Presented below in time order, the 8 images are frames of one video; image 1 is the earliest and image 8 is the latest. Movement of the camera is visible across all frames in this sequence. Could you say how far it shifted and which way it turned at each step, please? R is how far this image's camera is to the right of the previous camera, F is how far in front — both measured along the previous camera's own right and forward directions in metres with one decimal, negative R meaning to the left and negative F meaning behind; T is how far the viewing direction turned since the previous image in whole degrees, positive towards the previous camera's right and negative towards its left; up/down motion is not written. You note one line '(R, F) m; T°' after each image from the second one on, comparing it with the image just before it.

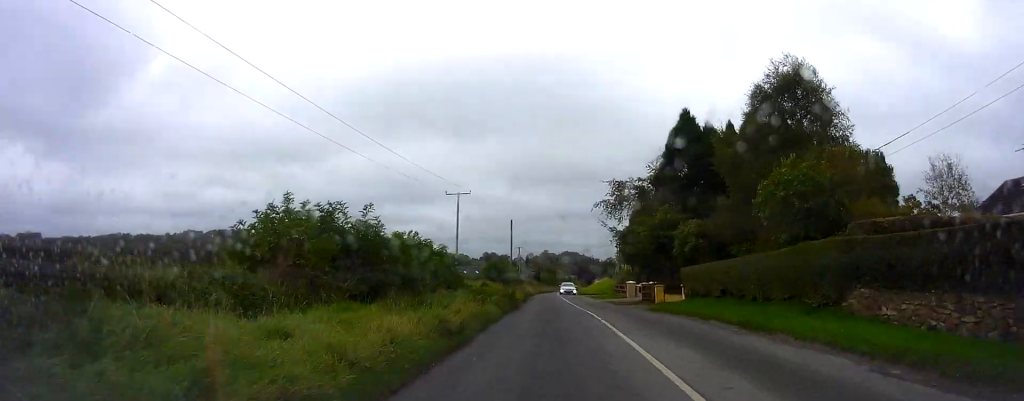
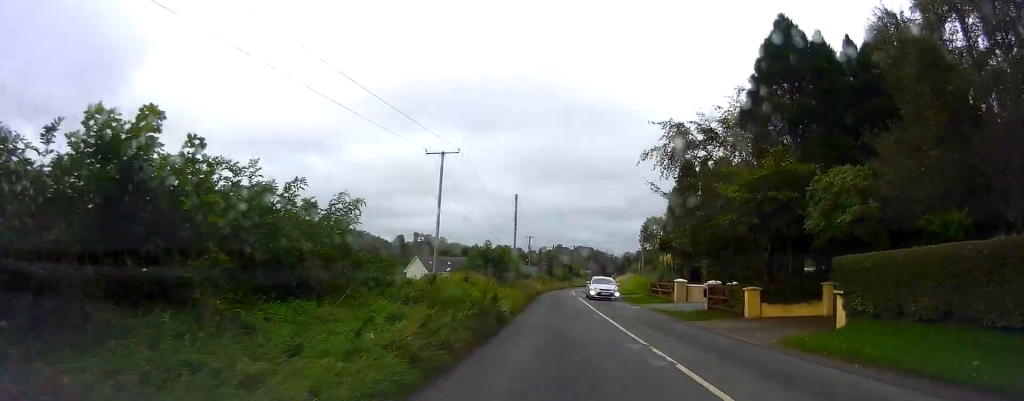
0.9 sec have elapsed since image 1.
(0.0, +13.4) m; 0°
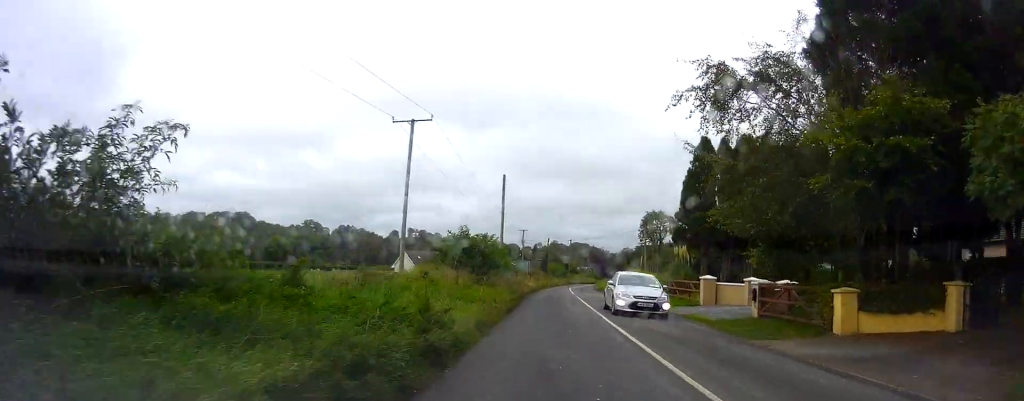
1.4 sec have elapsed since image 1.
(0.0, +6.8) m; -1°
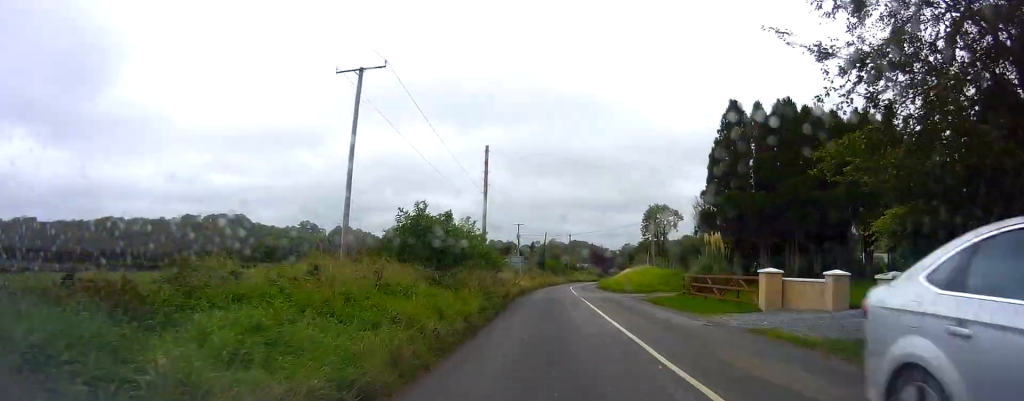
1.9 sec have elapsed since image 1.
(+0.1, +7.8) m; -1°
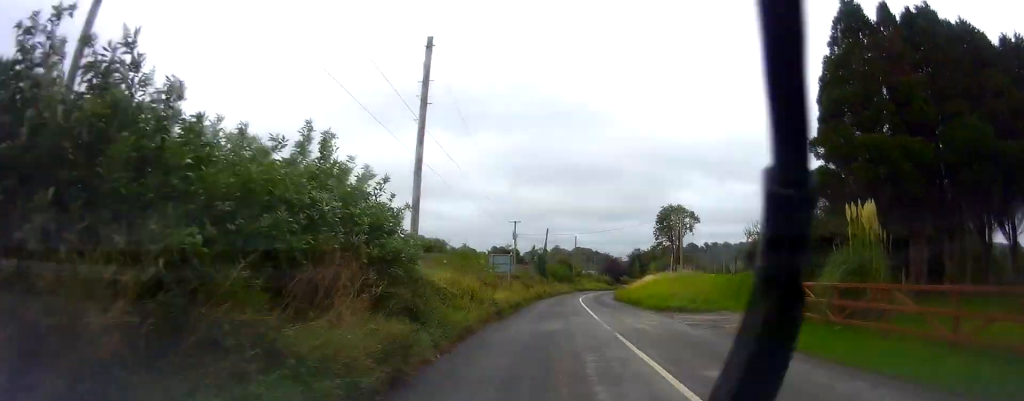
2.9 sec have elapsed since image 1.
(-0.5, +14.4) m; 0°
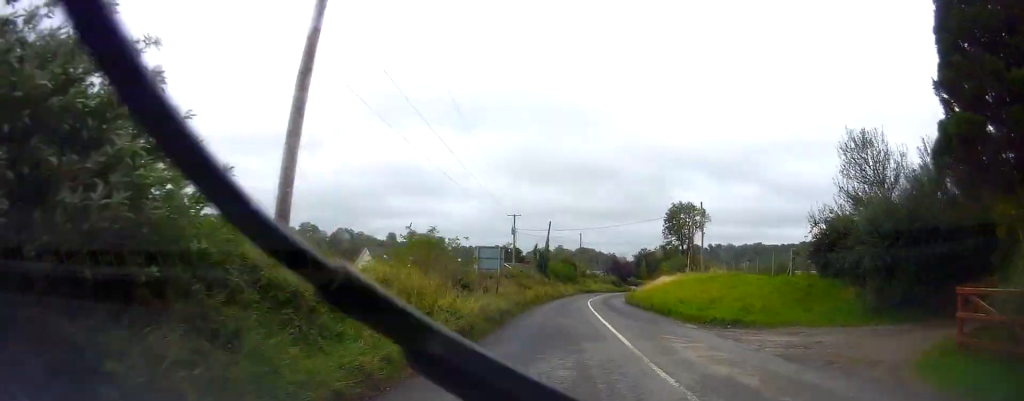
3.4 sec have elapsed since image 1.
(+0.1, +7.2) m; +1°
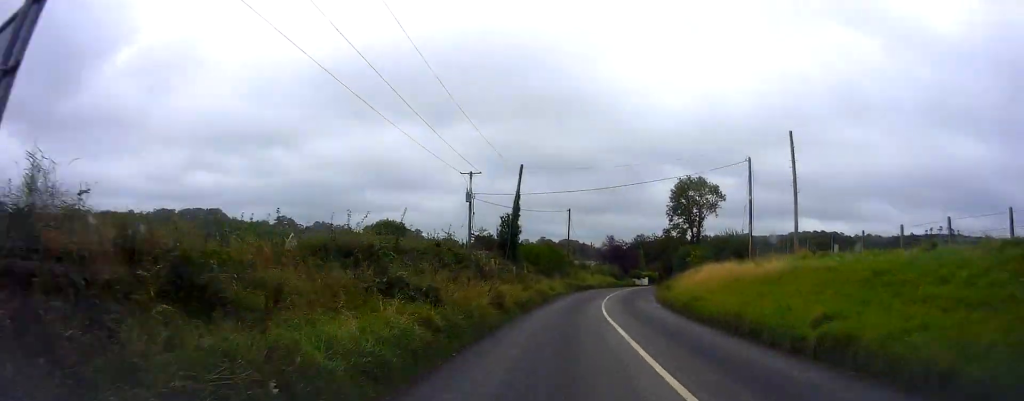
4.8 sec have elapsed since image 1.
(+1.0, +23.0) m; +2°
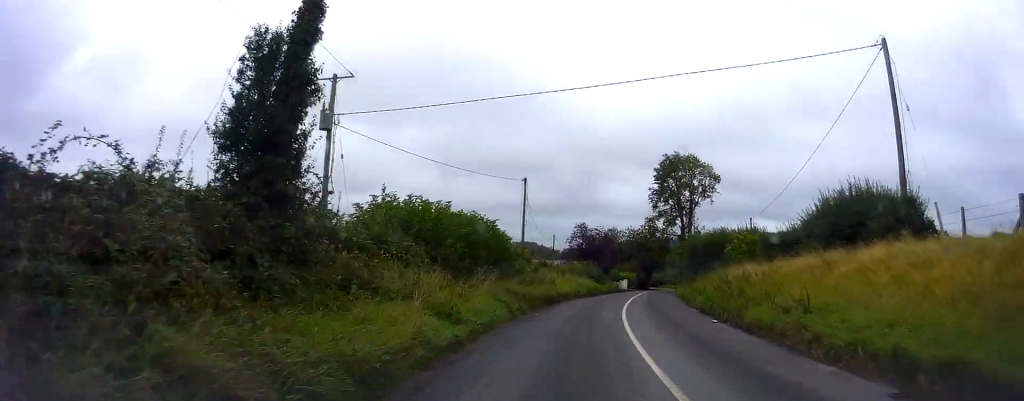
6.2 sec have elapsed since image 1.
(0.0, +22.0) m; +4°
